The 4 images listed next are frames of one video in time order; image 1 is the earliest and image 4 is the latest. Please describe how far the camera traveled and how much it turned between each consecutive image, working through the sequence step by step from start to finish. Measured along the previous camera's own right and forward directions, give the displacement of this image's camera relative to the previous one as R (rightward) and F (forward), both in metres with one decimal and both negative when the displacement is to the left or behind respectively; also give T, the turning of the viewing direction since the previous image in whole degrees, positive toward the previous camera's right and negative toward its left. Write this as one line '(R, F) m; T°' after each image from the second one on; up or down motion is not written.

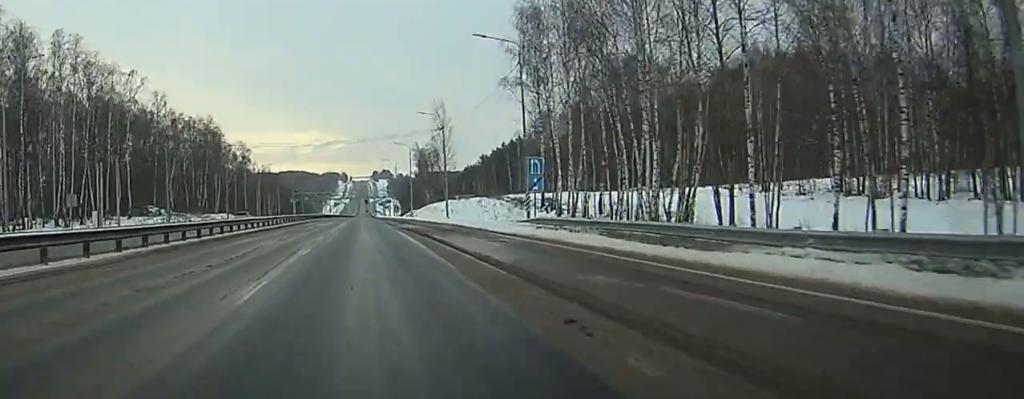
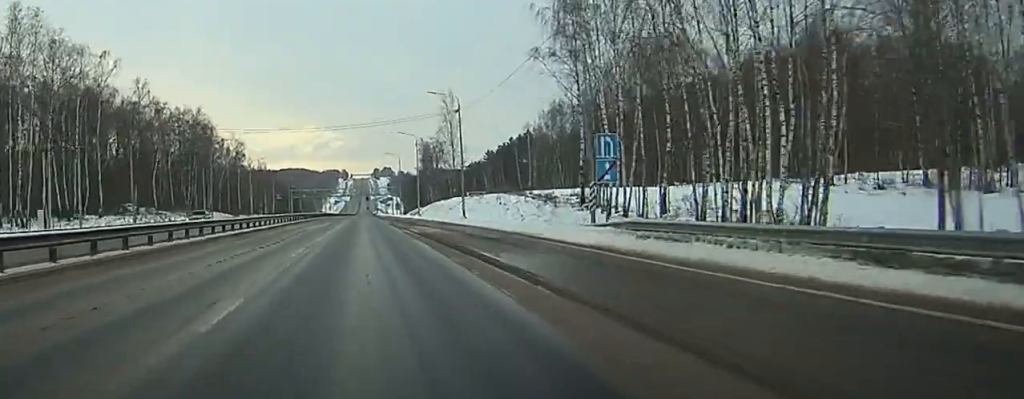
(0.0, +16.0) m; 0°
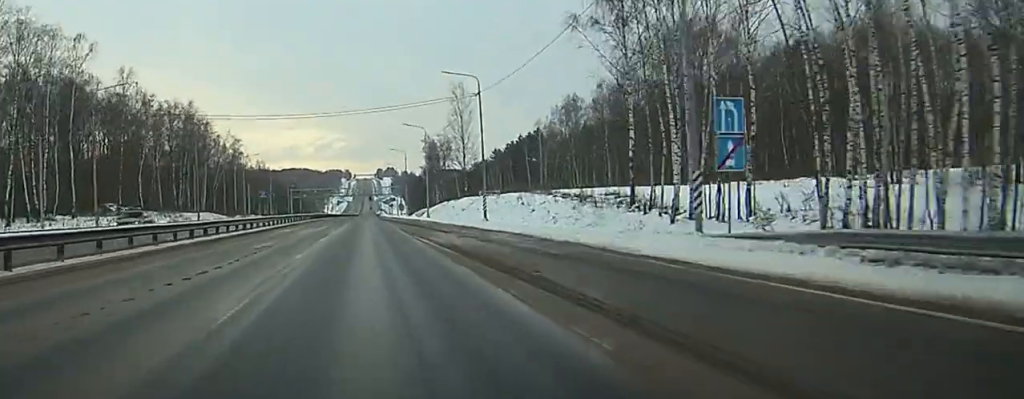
(0.0, +12.7) m; 0°
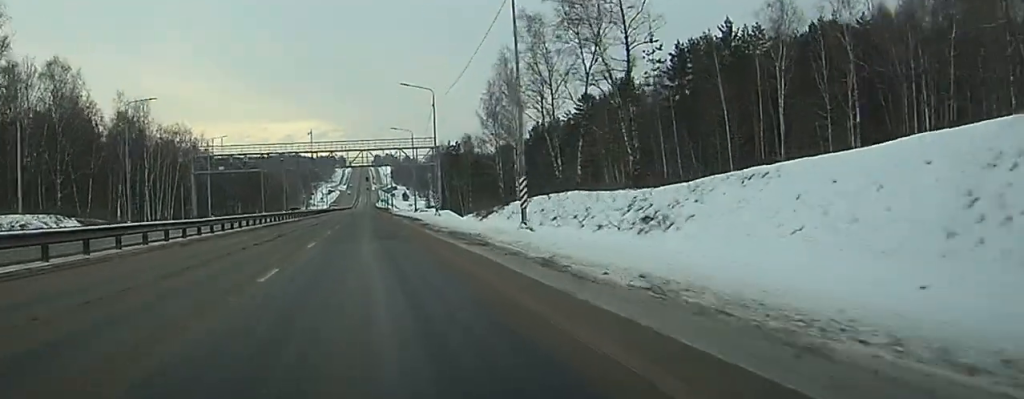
(-0.4, +148.6) m; 0°
